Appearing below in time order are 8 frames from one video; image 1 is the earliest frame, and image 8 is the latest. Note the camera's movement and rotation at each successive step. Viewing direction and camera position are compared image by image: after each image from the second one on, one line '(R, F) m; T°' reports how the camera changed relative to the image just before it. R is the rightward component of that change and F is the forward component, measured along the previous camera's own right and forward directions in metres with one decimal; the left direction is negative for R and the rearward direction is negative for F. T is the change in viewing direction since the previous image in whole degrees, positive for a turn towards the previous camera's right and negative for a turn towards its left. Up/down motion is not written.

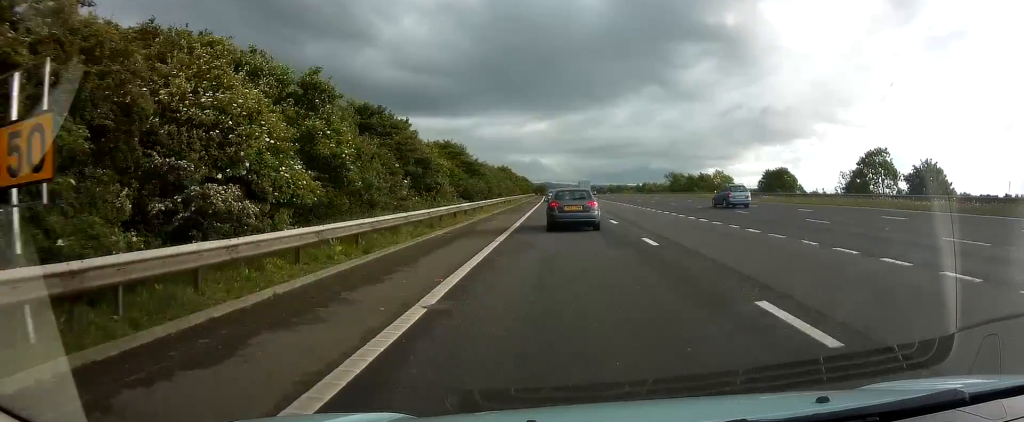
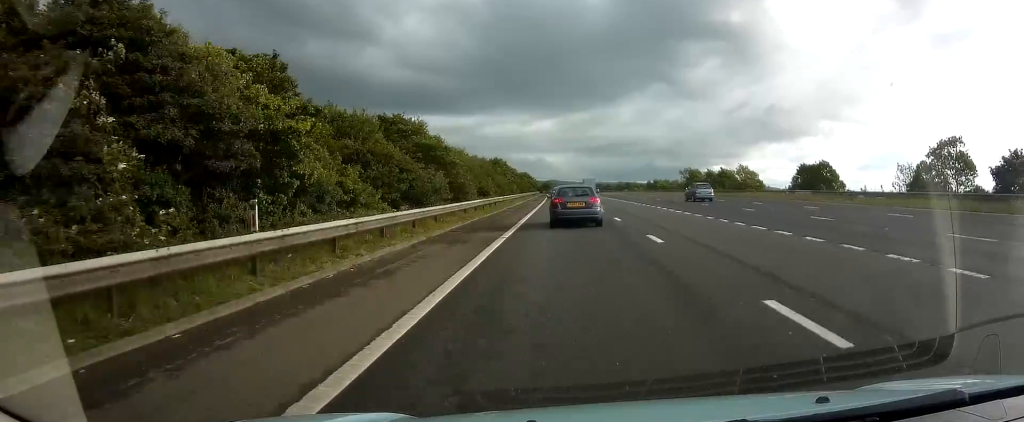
(0.0, +18.0) m; 0°
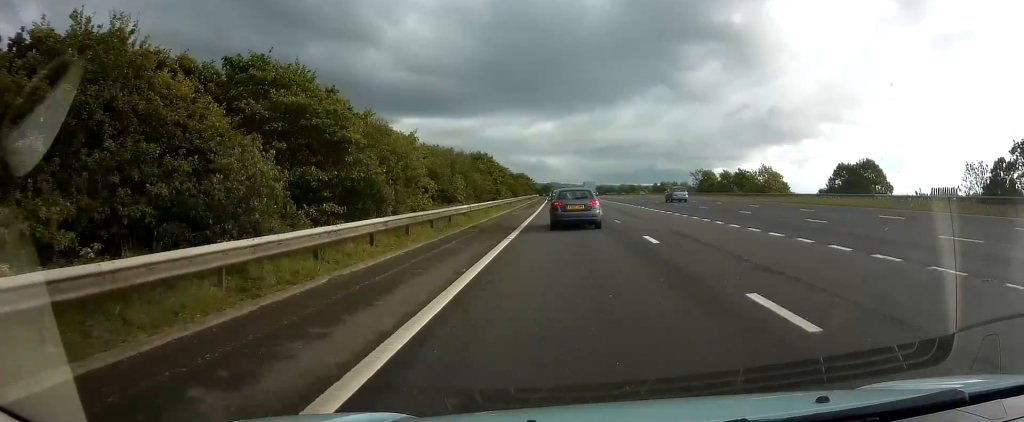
(0.0, +17.0) m; 0°
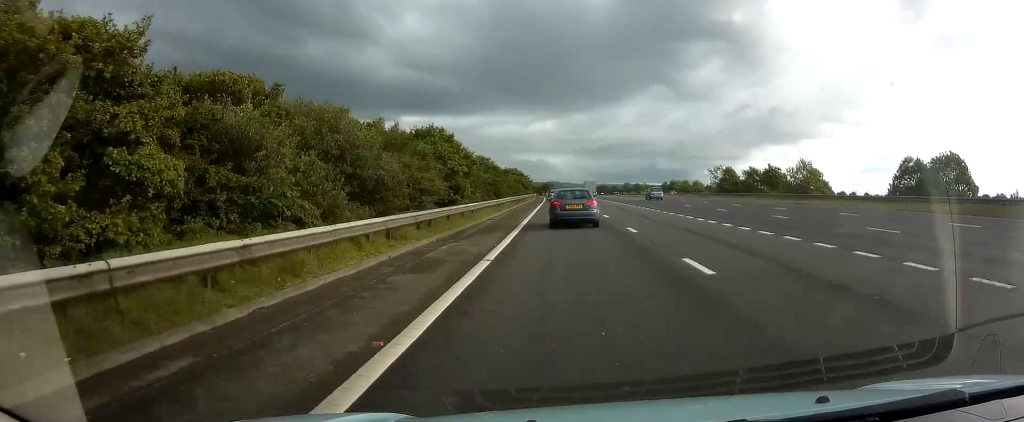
(-0.2, +22.6) m; 0°
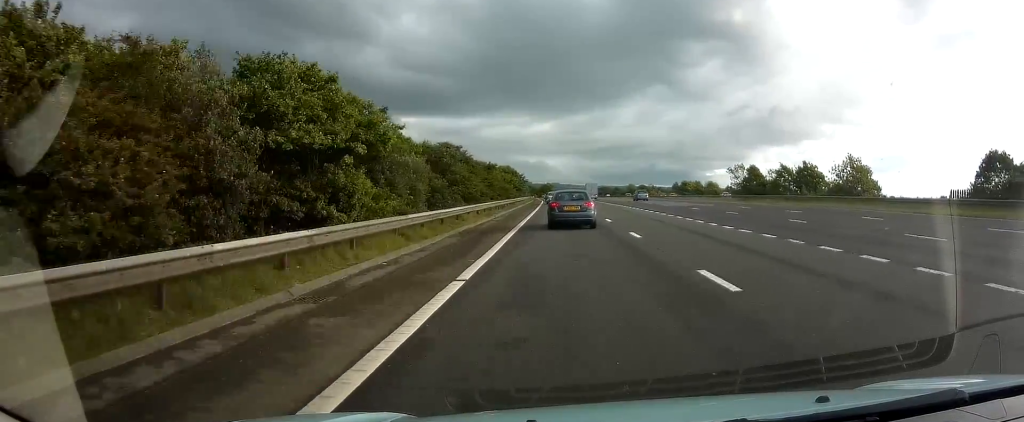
(+0.1, +20.0) m; 0°
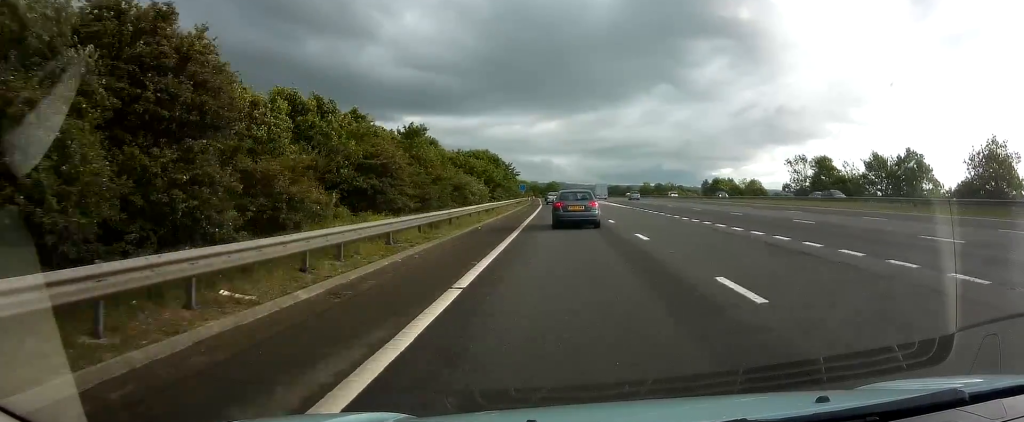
(-0.1, +36.3) m; 0°
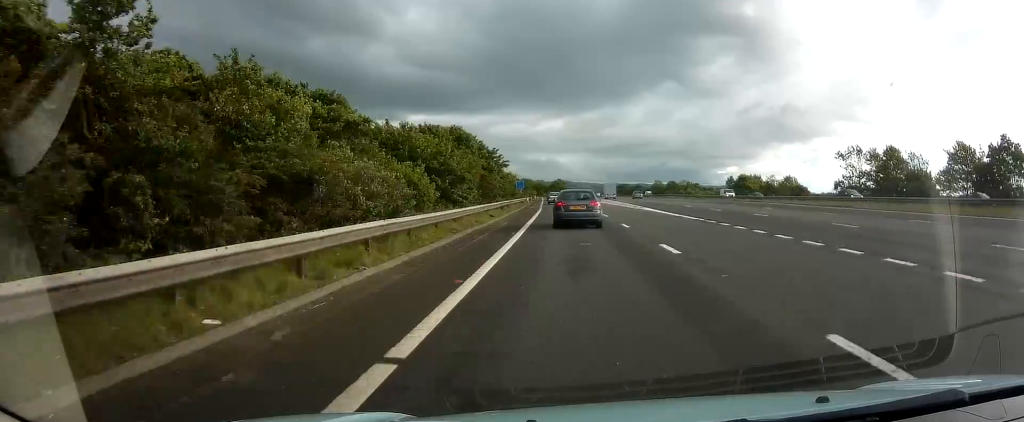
(-0.1, +21.3) m; 0°
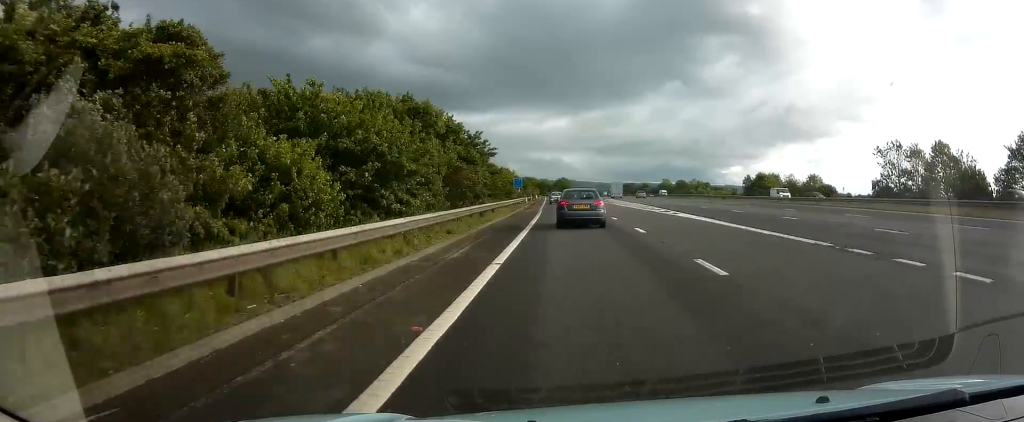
(+0.1, +11.7) m; 0°
